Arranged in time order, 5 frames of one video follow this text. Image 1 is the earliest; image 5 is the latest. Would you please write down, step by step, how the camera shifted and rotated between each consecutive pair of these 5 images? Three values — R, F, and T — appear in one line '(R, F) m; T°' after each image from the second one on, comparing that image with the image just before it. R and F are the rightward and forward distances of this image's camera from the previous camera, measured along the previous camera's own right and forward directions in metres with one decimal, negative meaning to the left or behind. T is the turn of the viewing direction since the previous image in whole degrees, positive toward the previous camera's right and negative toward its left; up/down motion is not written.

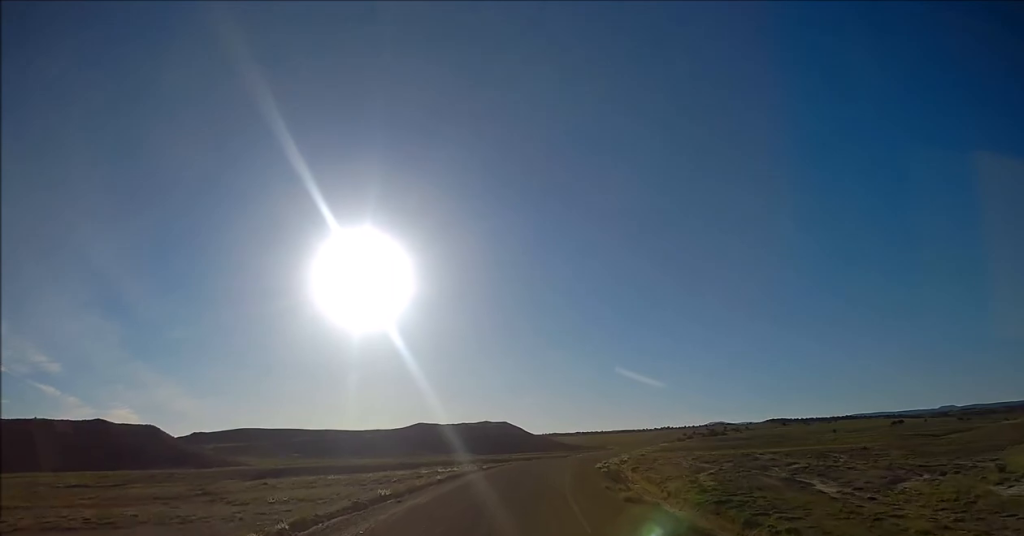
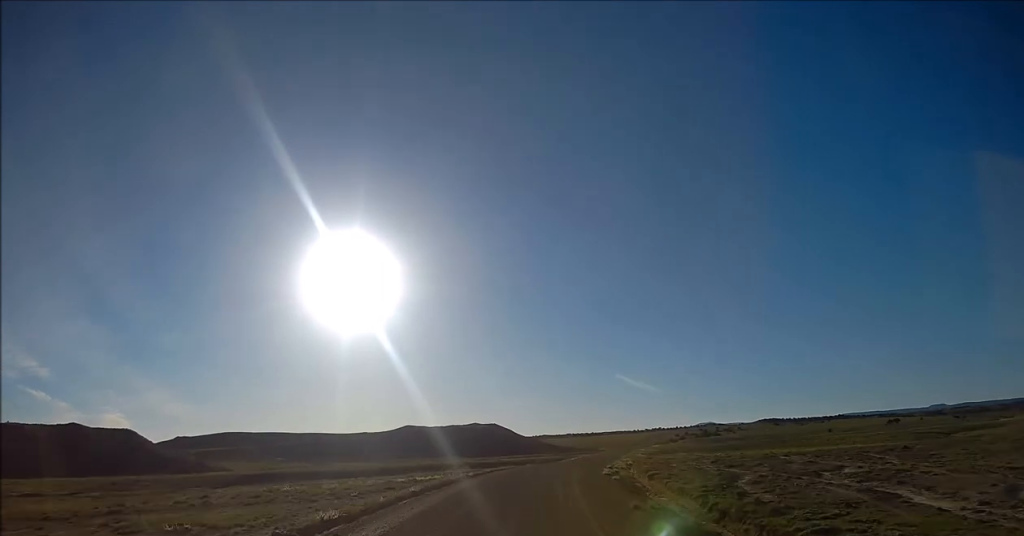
(+0.2, +8.1) m; +1°
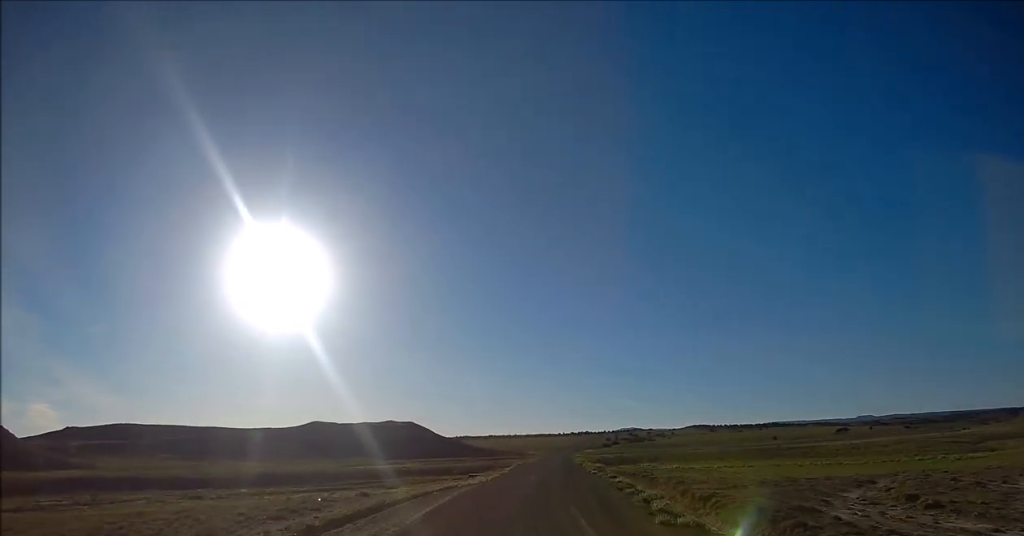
(+2.1, +35.1) m; +7°
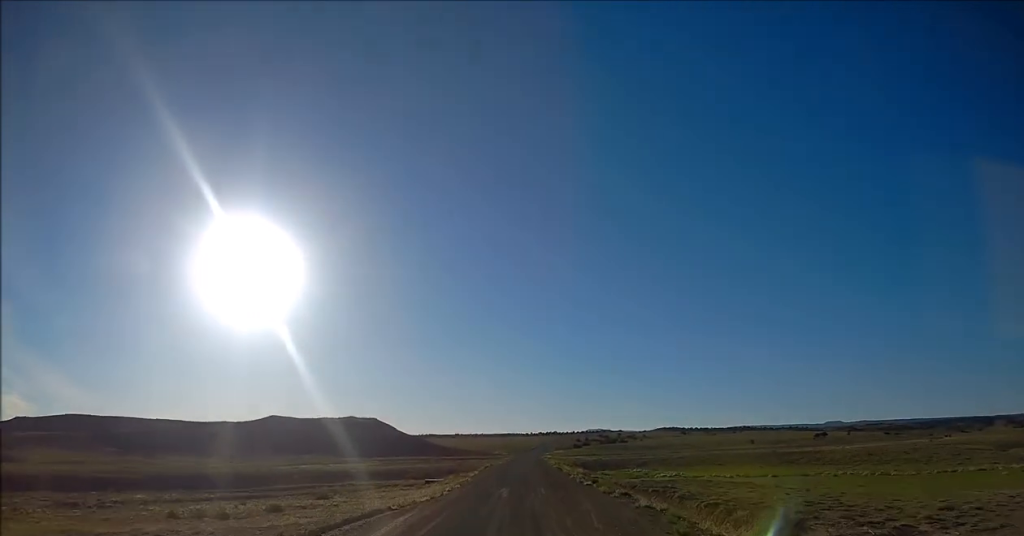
(+0.4, +16.6) m; +2°
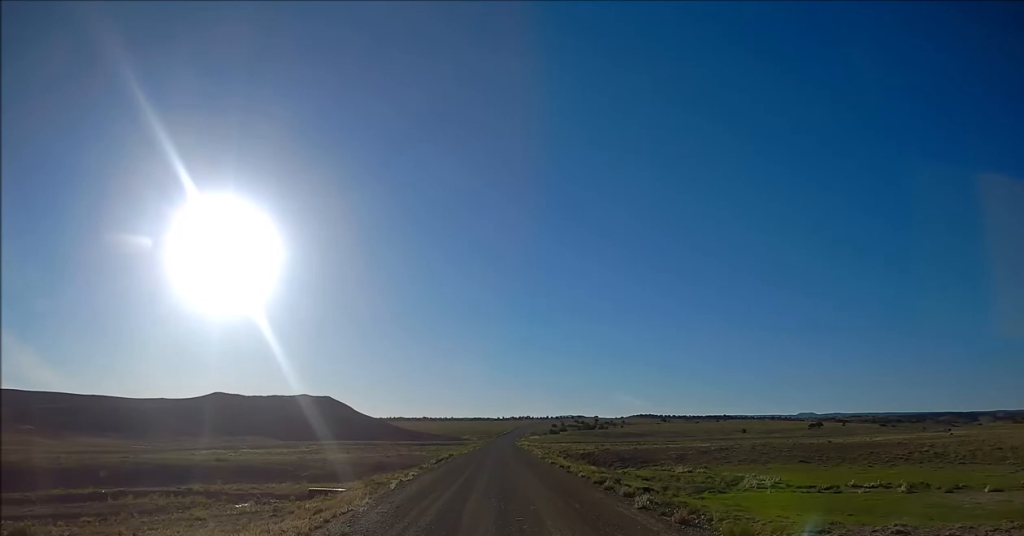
(+0.8, +36.2) m; +2°
